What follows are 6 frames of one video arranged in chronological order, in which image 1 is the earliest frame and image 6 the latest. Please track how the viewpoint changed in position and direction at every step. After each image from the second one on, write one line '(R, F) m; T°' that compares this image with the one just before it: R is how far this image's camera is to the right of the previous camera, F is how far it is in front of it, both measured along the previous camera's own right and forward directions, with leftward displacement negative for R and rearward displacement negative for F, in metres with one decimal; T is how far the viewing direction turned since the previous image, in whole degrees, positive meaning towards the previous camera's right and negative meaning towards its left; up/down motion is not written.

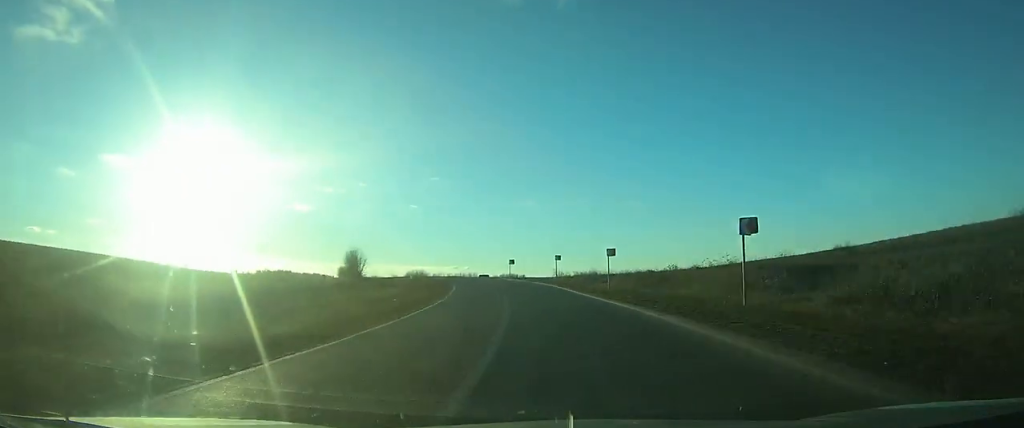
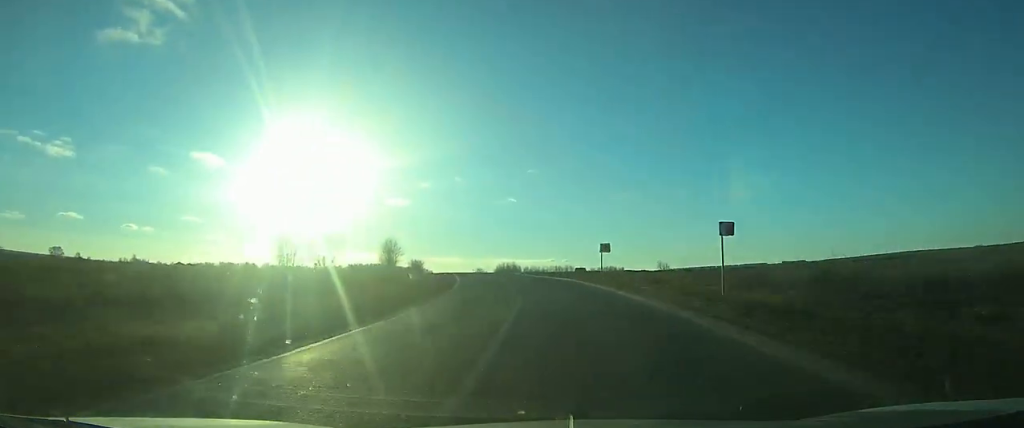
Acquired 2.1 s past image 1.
(-3.6, +36.2) m; -10°
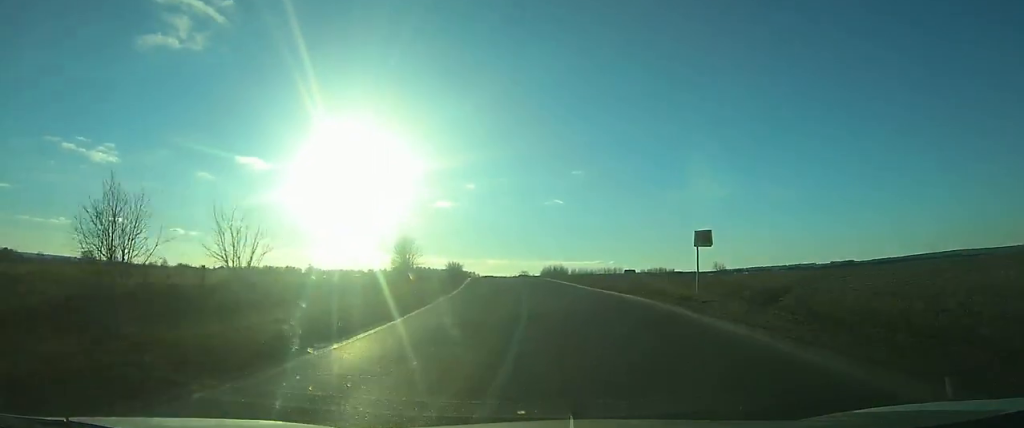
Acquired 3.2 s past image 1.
(-1.1, +17.6) m; -5°
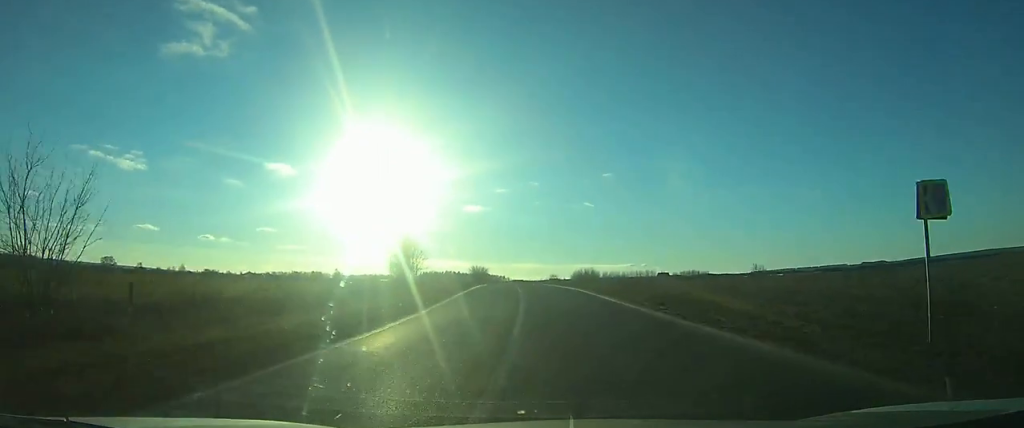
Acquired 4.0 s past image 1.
(+0.1, +13.2) m; -3°
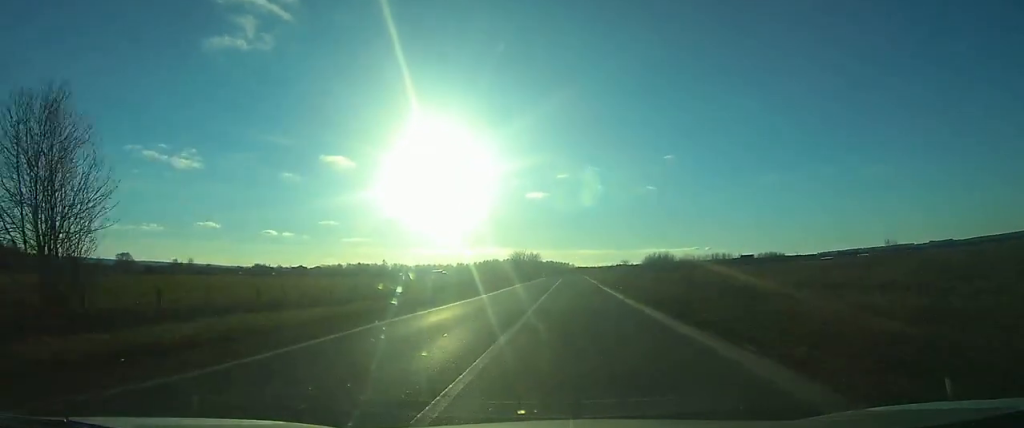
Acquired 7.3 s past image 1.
(-5.0, +53.3) m; -7°
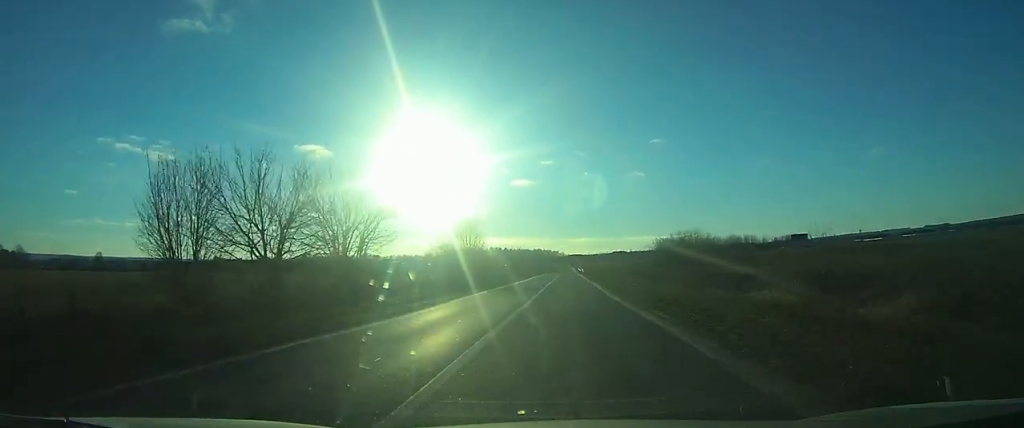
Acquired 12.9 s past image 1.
(-1.1, +113.0) m; 0°
